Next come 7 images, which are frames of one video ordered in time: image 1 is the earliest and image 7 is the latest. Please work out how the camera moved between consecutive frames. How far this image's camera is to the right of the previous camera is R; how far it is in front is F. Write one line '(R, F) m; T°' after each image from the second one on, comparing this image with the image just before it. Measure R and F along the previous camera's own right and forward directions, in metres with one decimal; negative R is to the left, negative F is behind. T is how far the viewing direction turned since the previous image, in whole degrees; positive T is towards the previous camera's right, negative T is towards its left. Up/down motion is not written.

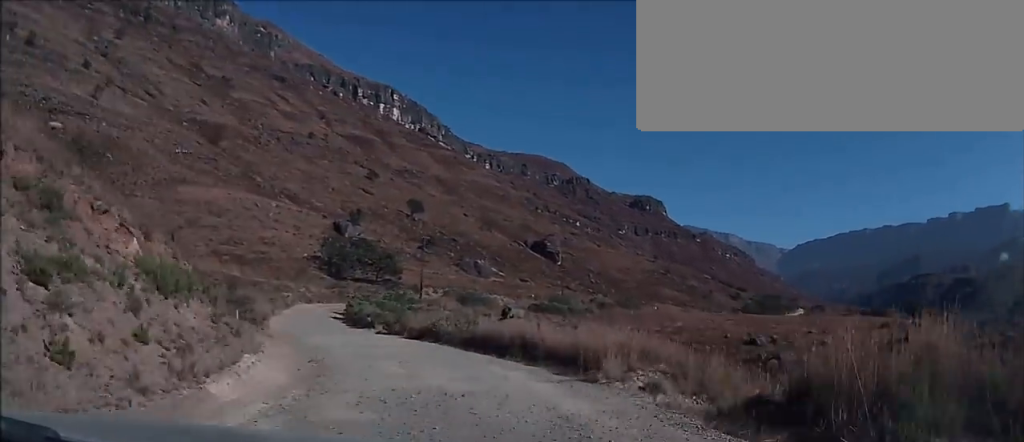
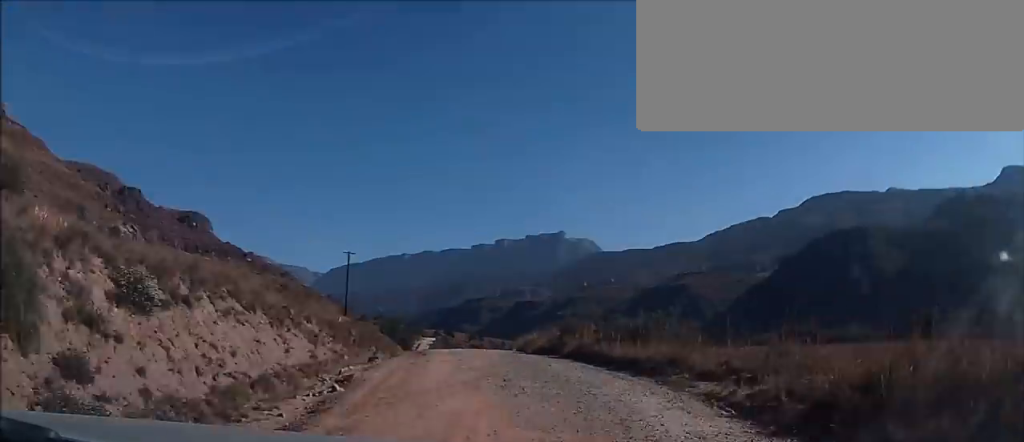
(+11.3, +77.1) m; +36°
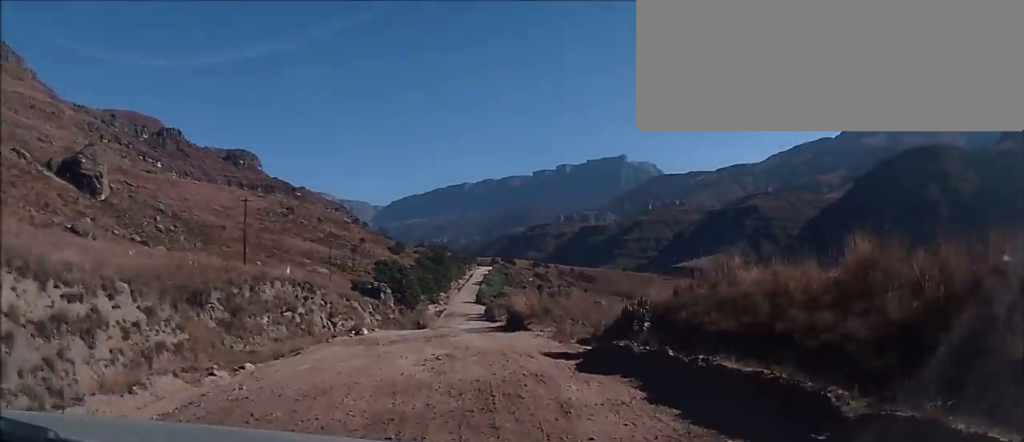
(+5.7, +47.3) m; +5°
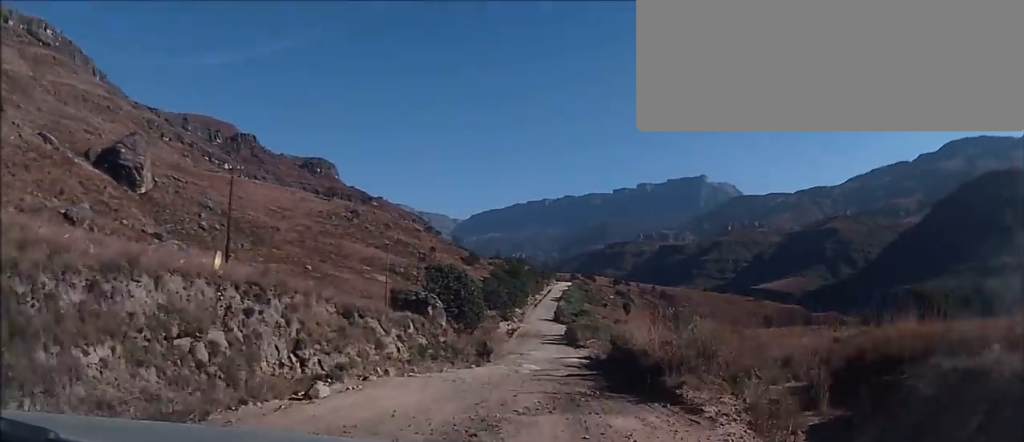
(-0.5, +17.2) m; -1°
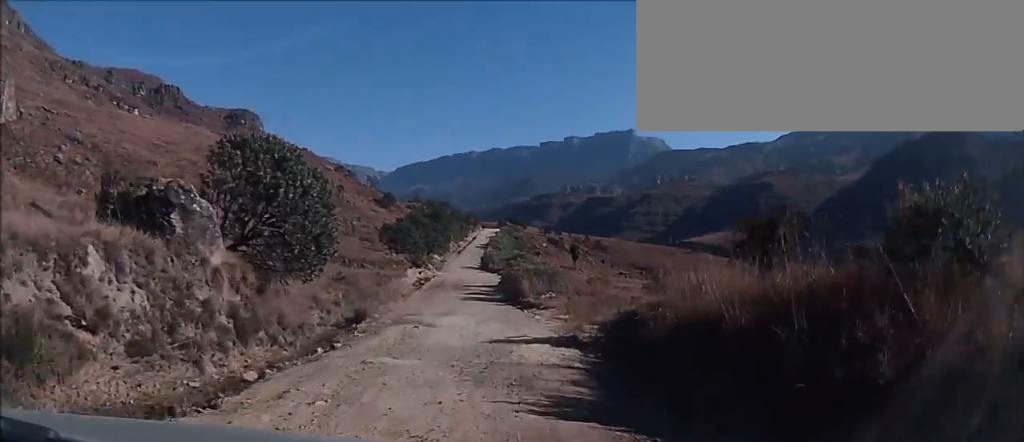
(0.0, +30.2) m; -1°
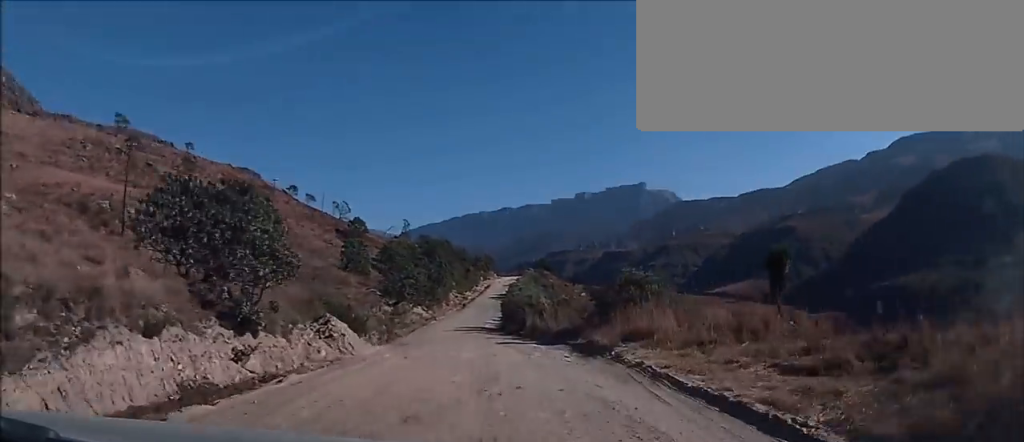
(-0.6, +58.7) m; 0°
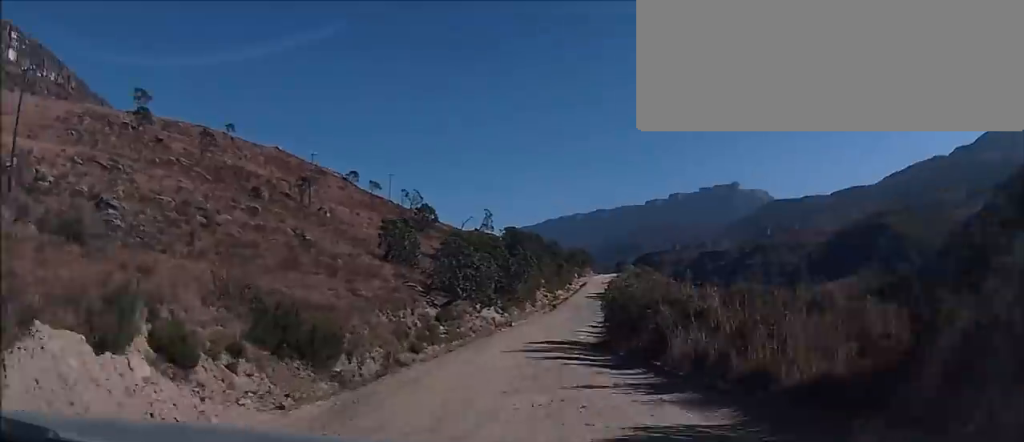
(+0.2, +19.9) m; +1°
